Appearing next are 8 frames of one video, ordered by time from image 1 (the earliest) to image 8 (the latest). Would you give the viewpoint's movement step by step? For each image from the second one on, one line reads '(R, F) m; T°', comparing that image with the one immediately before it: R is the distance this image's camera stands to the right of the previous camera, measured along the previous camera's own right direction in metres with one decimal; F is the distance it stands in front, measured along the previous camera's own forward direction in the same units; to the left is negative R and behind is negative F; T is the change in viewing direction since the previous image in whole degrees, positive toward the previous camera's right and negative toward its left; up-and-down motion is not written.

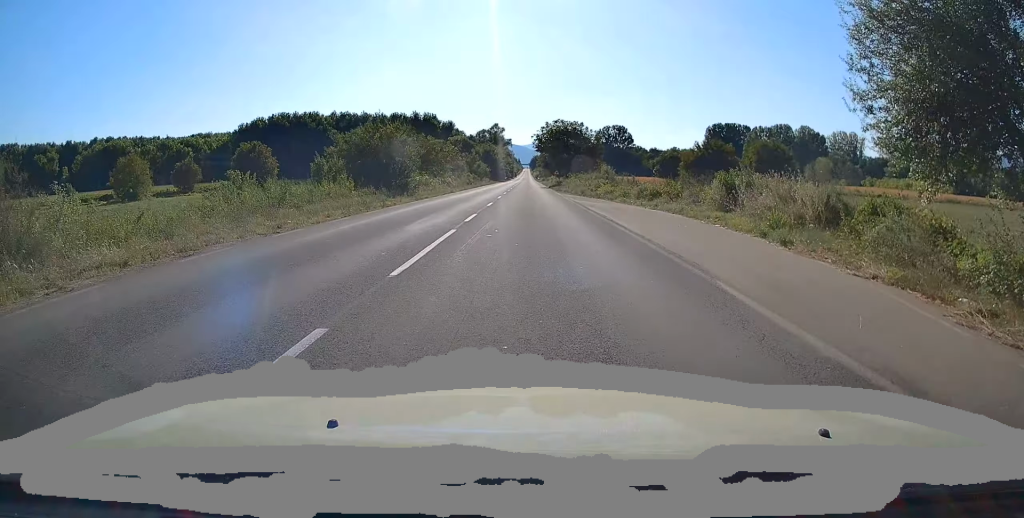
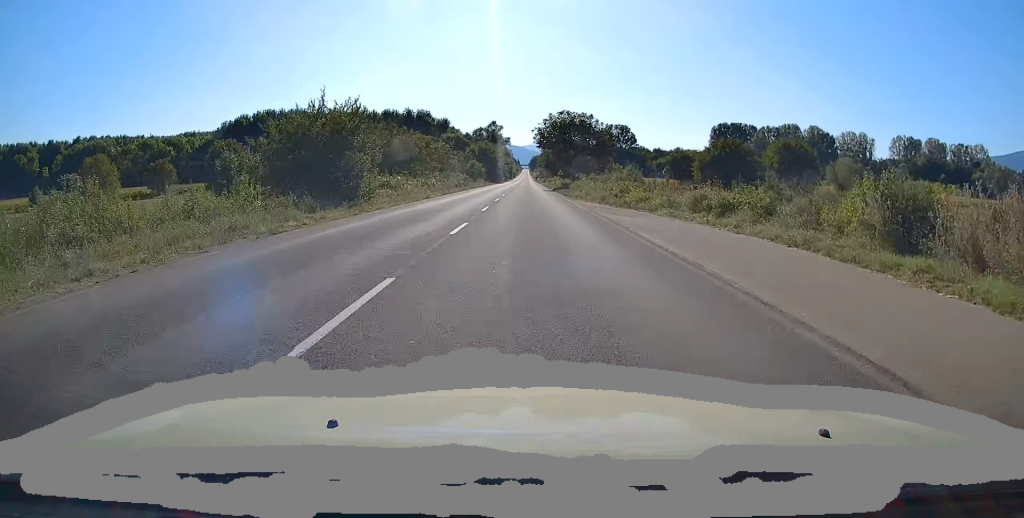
(+0.2, +12.4) m; 0°
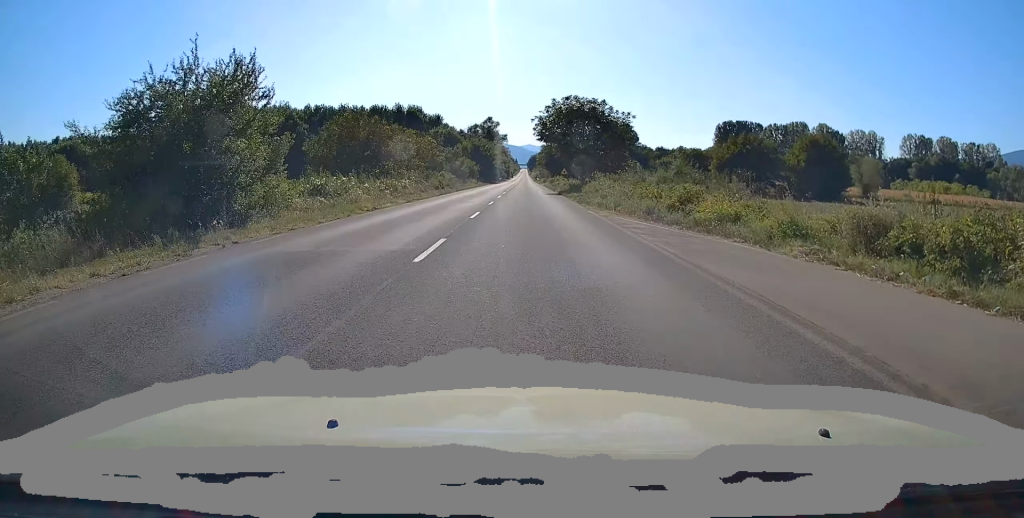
(+0.2, +13.1) m; 0°
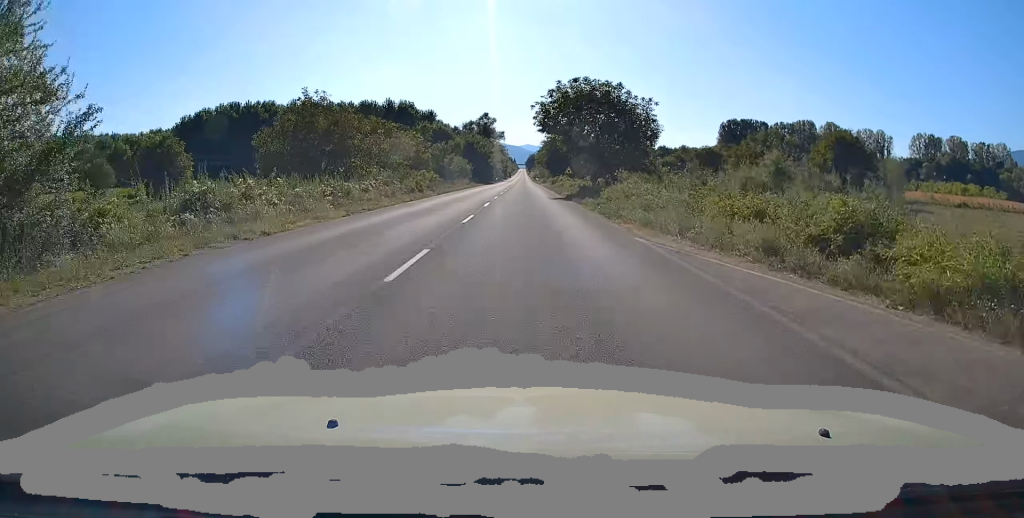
(-0.2, +10.8) m; 0°
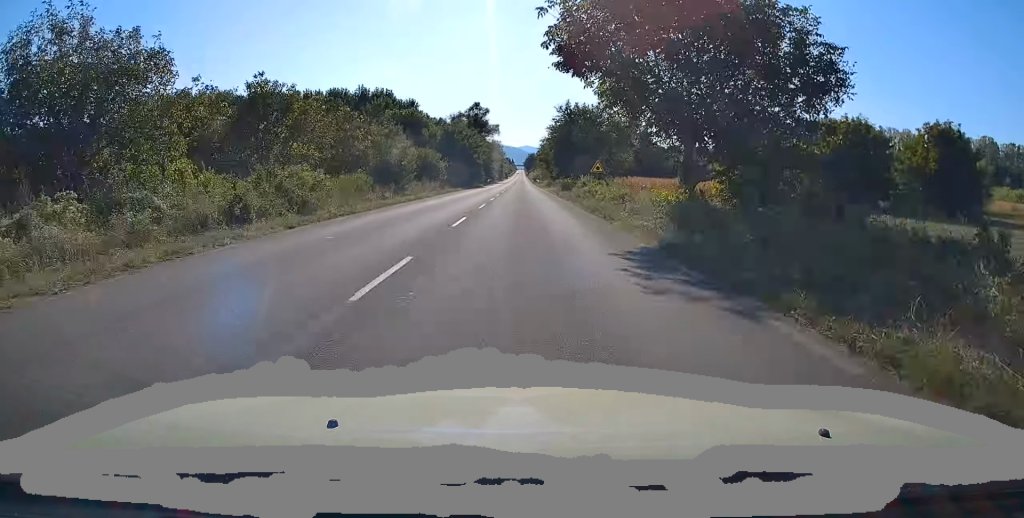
(+0.1, +27.8) m; 0°
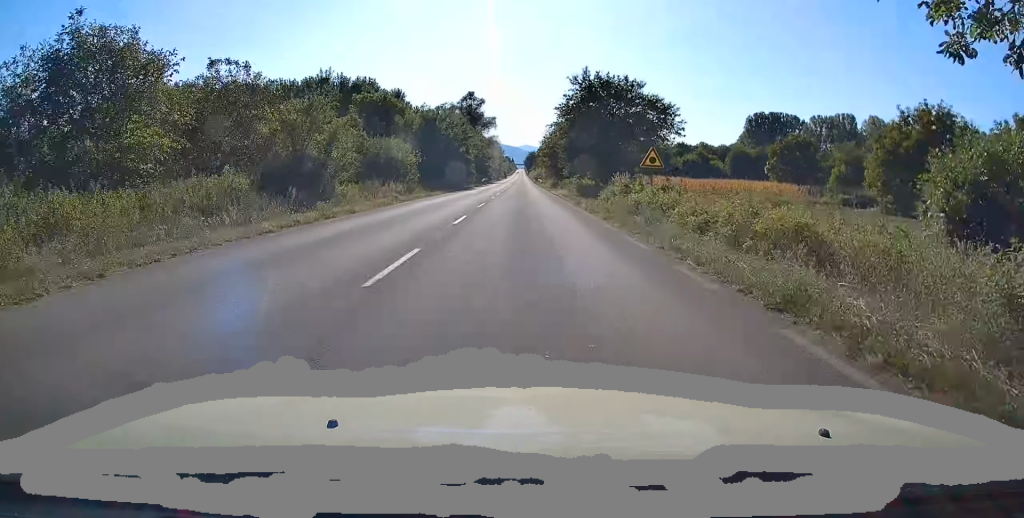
(-0.1, +17.0) m; 0°
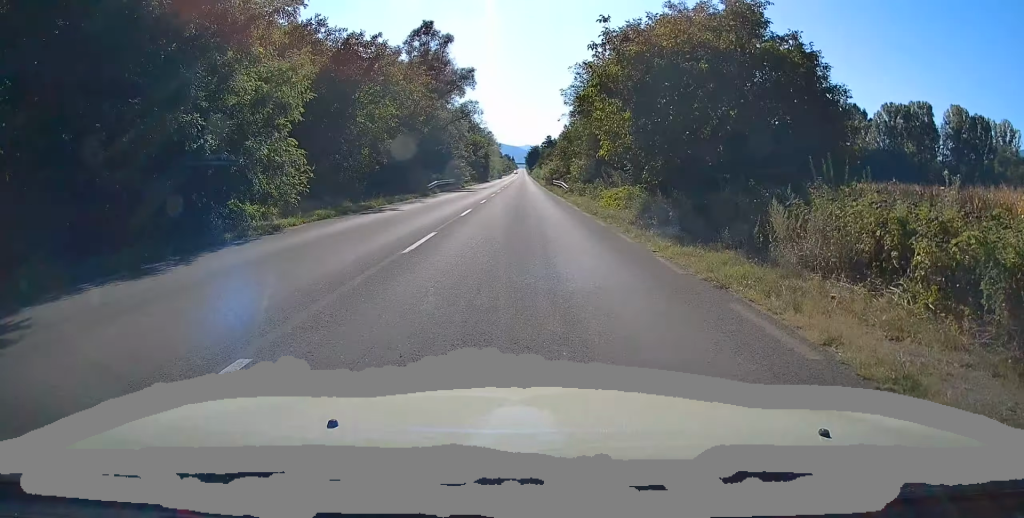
(+0.7, +59.9) m; 0°
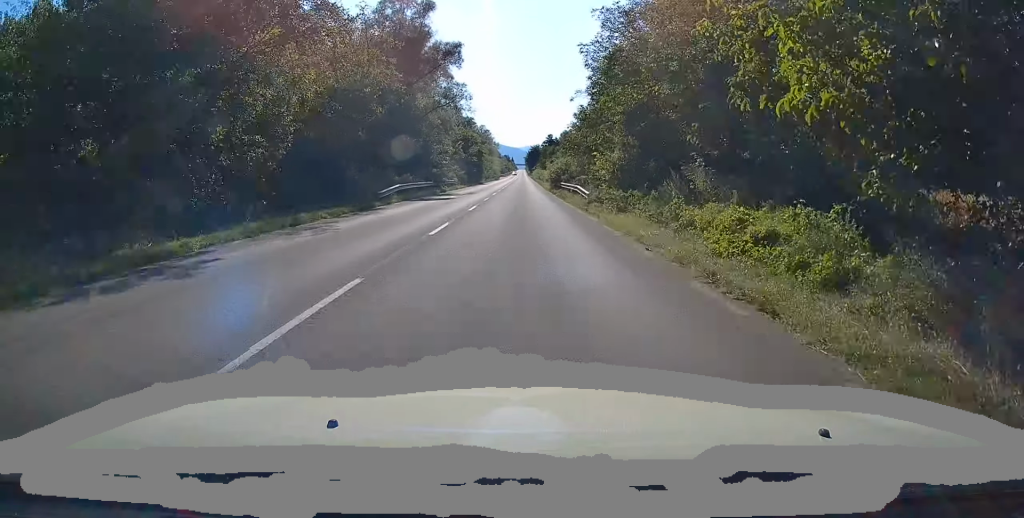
(-0.3, +14.8) m; -1°
